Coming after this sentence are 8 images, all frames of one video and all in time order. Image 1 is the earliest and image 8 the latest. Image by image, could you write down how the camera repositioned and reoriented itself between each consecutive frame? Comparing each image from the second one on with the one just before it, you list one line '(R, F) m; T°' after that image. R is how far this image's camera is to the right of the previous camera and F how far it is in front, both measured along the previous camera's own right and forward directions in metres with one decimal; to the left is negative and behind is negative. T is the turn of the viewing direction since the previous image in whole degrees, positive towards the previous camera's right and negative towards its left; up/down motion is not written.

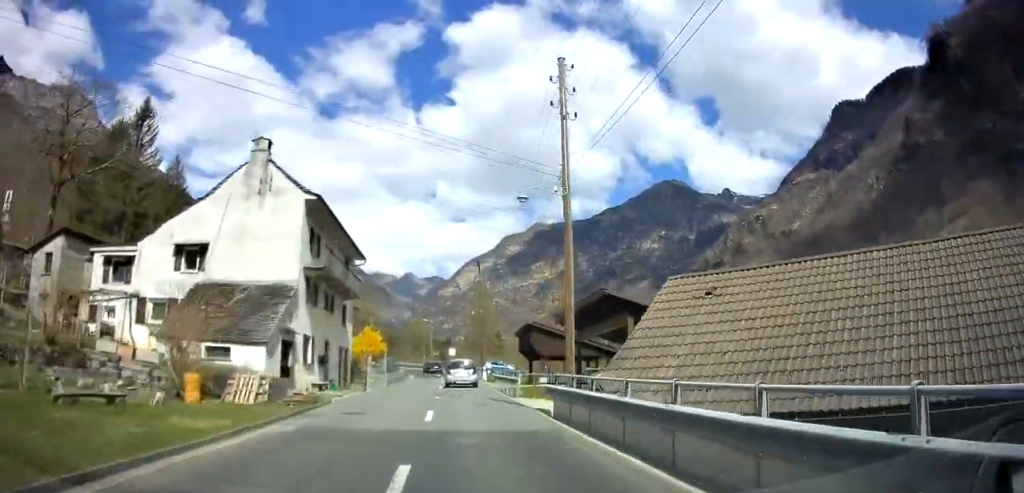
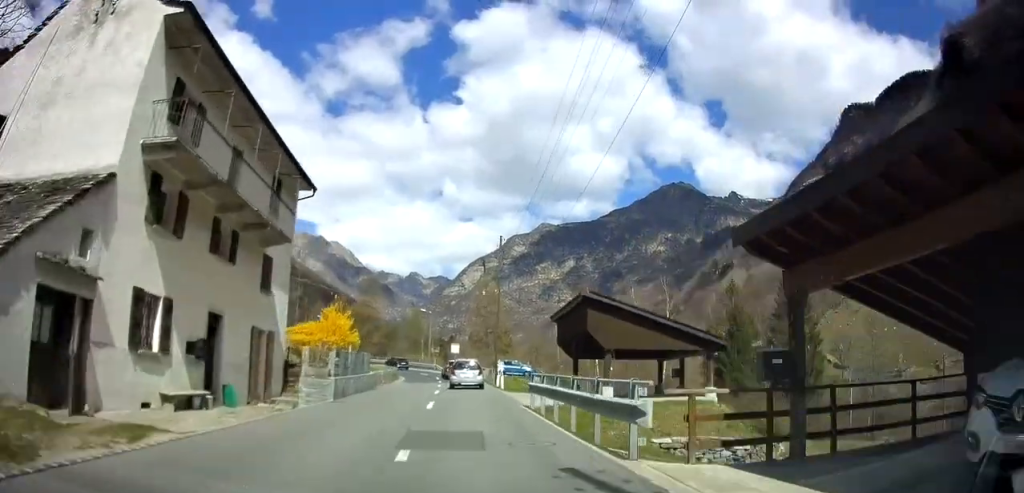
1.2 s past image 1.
(0.0, +15.2) m; 0°
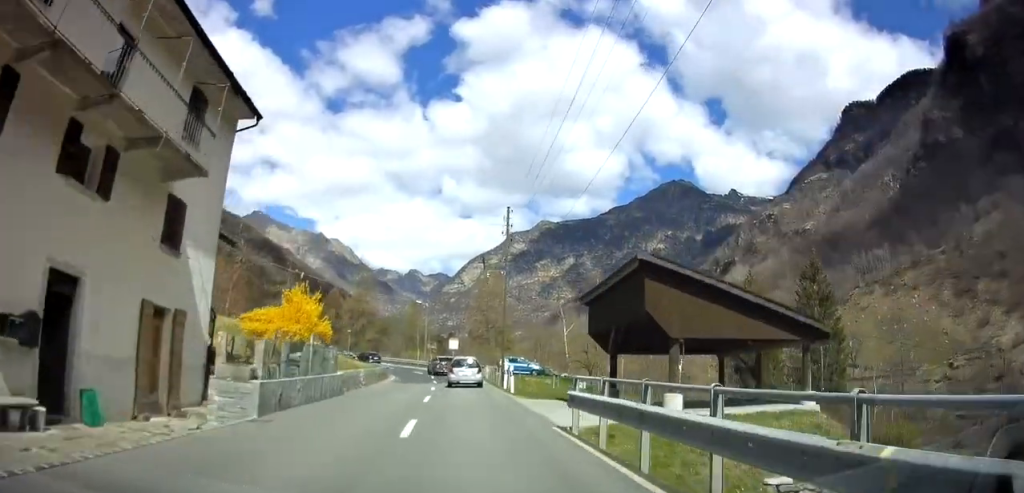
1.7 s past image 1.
(0.0, +6.7) m; 0°
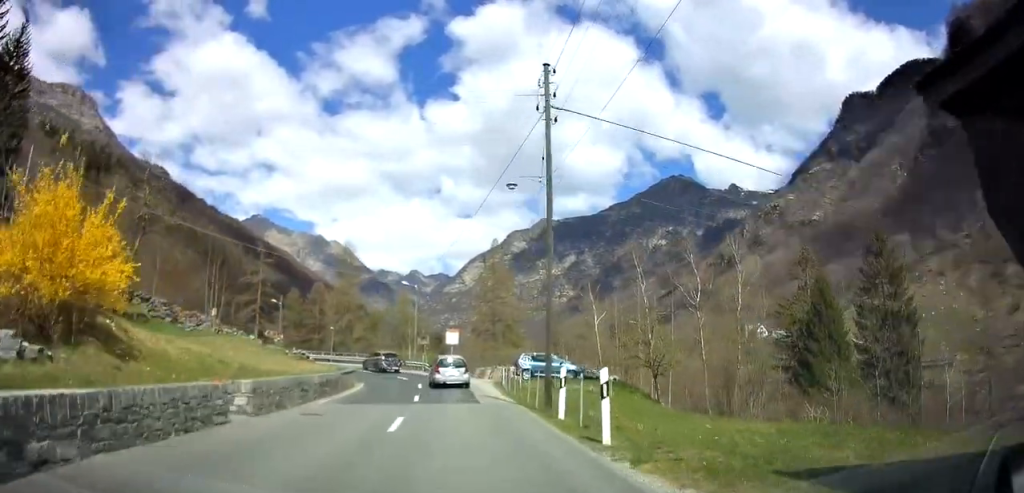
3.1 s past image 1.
(-0.1, +16.7) m; -1°
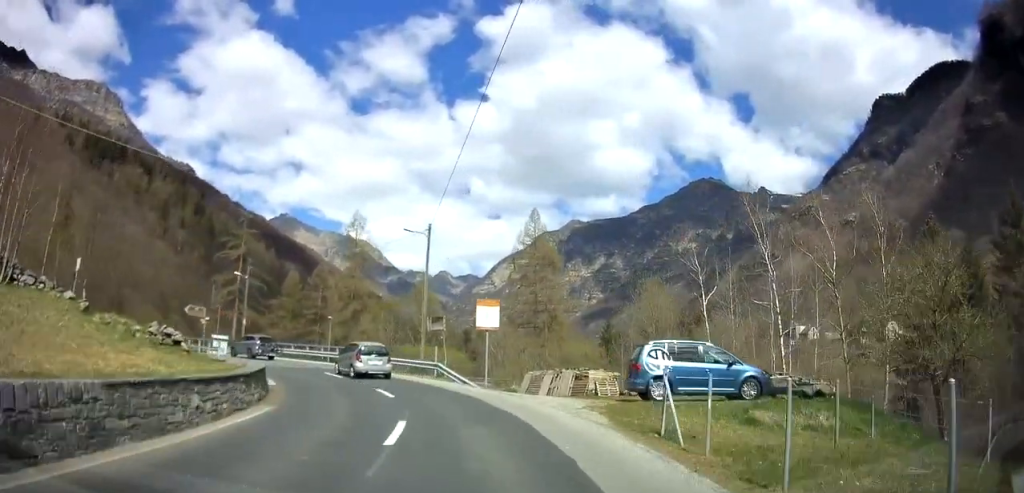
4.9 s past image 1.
(-0.3, +20.6) m; -4°
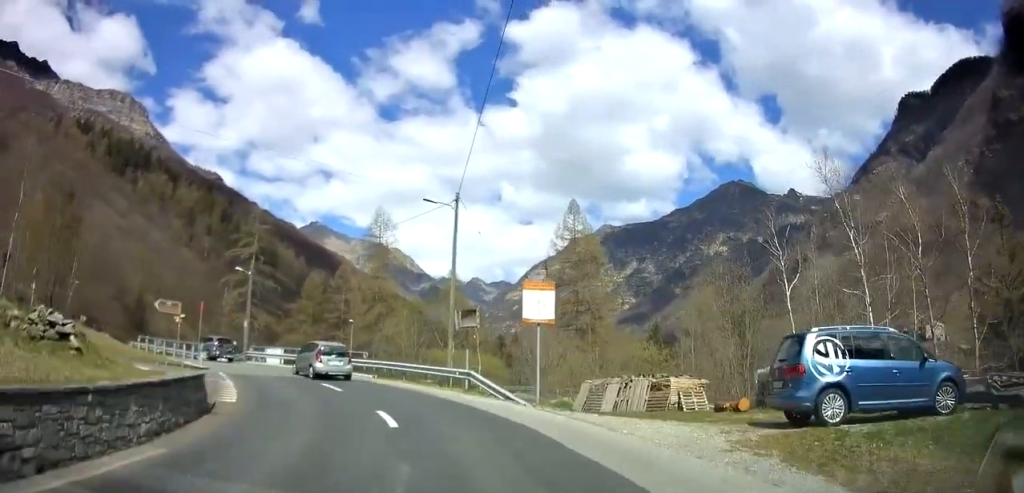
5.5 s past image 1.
(0.0, +6.5) m; -3°
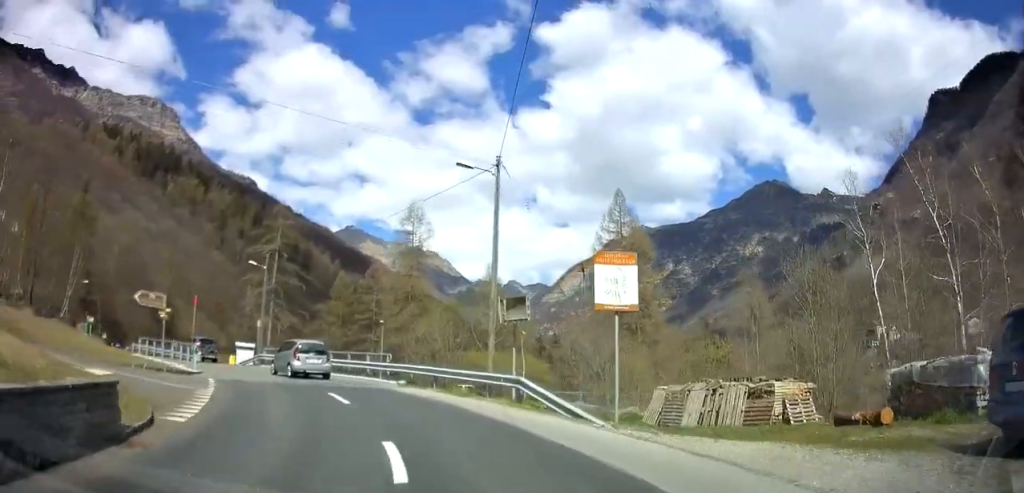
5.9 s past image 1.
(-0.2, +5.0) m; -4°
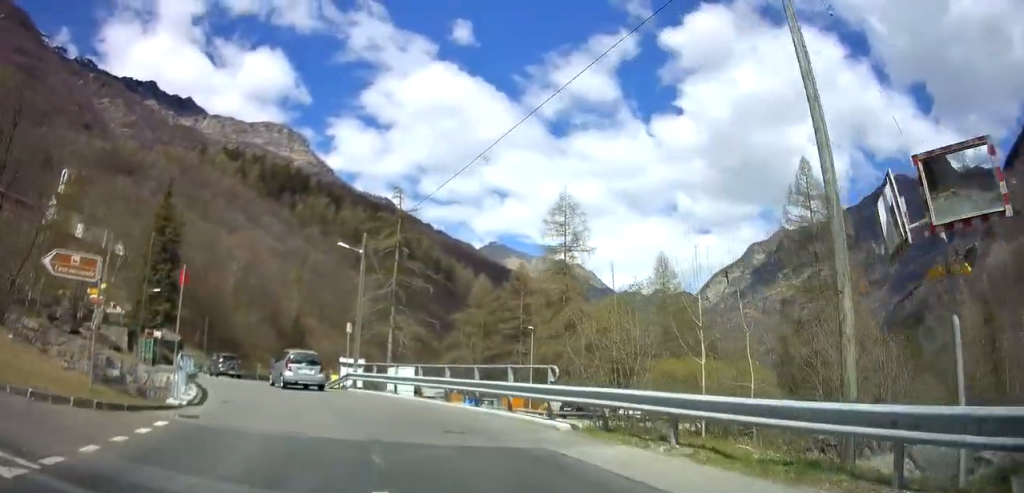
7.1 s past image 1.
(-1.1, +12.3) m; -15°
